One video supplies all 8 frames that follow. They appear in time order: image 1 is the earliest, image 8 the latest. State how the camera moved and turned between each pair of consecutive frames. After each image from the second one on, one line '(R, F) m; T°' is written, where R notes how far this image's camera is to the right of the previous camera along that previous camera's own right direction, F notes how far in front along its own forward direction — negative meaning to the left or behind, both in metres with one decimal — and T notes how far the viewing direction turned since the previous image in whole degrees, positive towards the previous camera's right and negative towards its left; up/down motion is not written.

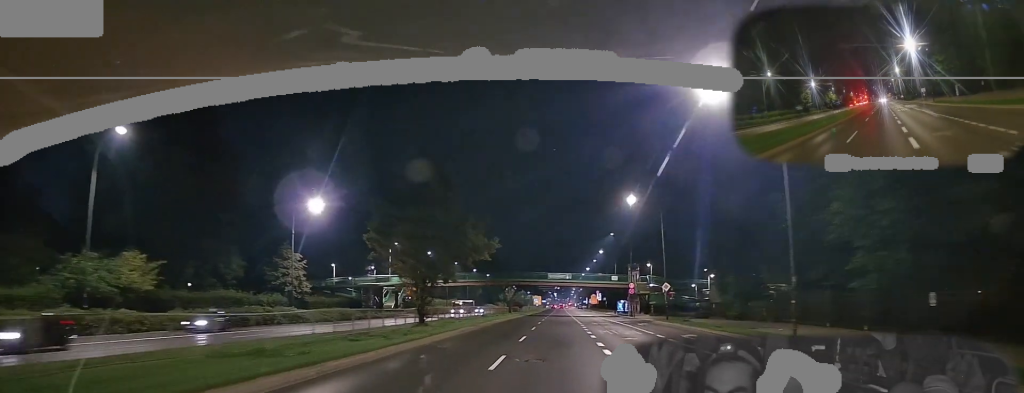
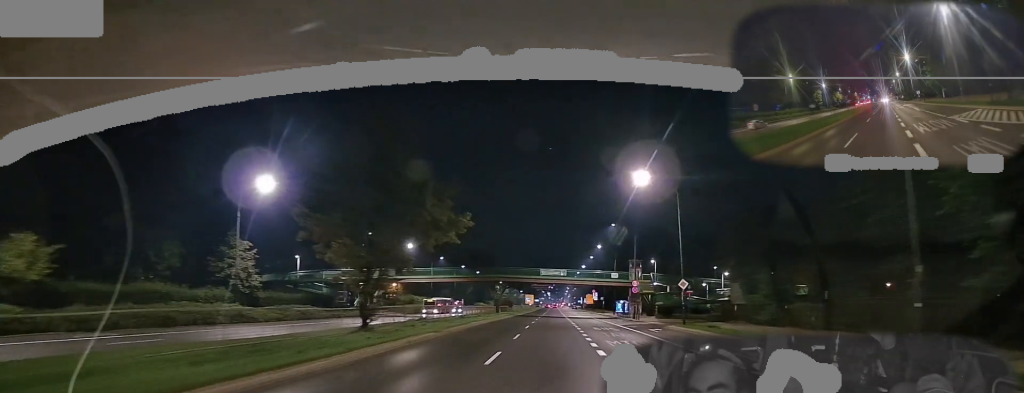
(+0.1, +10.7) m; +1°
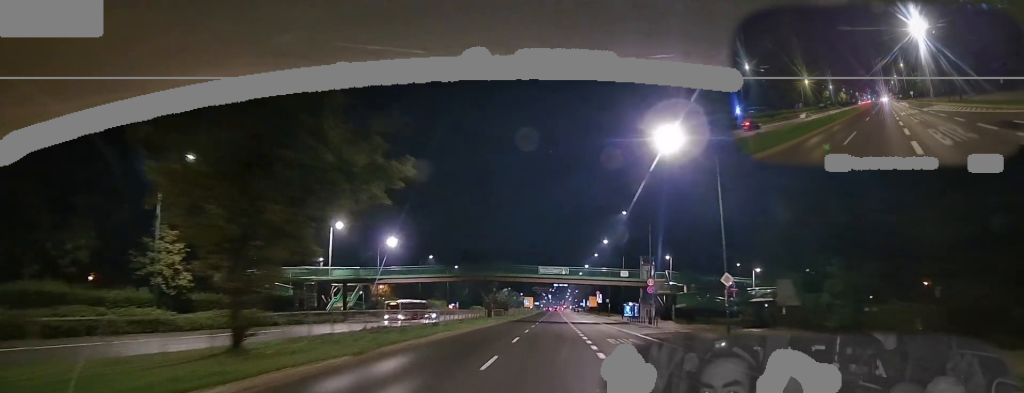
(+0.2, +12.4) m; +1°
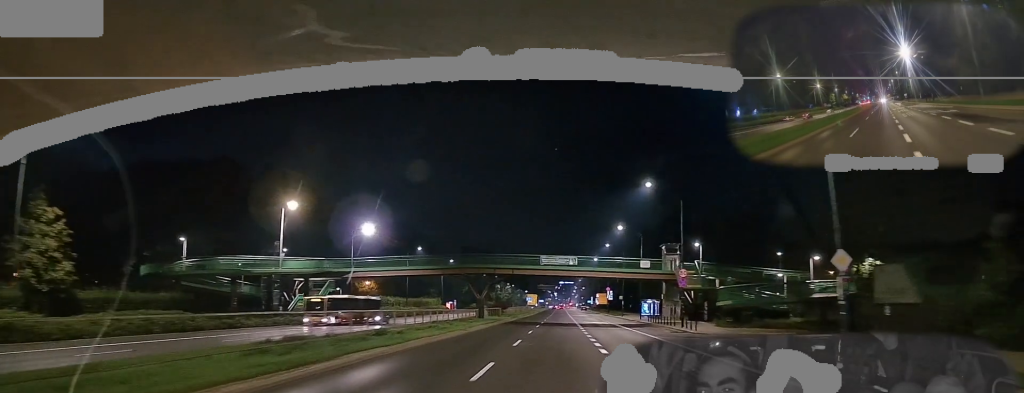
(+0.1, +14.6) m; +1°
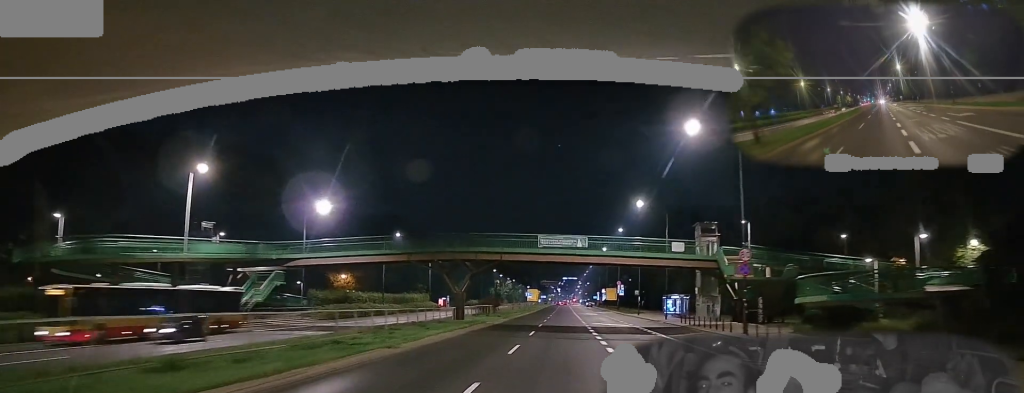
(0.0, +16.8) m; -1°
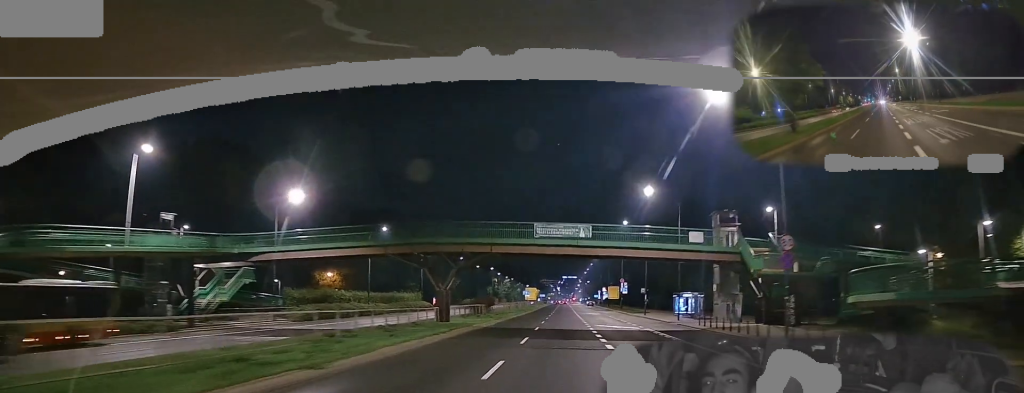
(-0.3, +6.8) m; 0°
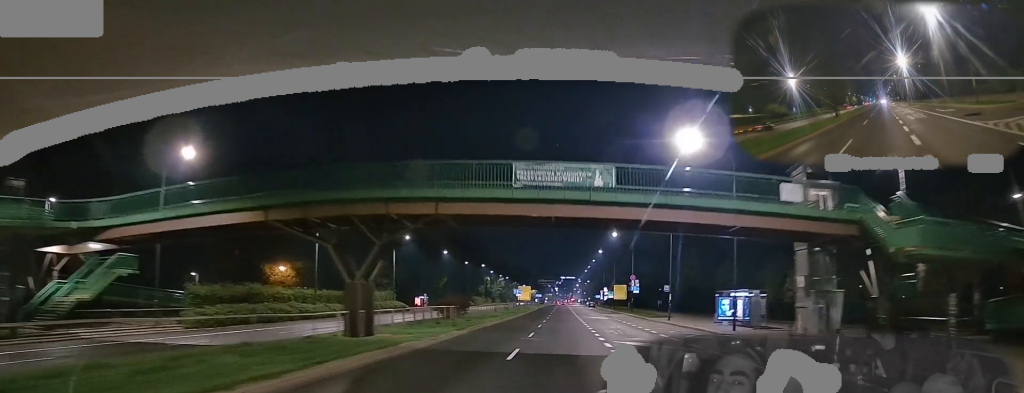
(+0.5, +18.4) m; +1°
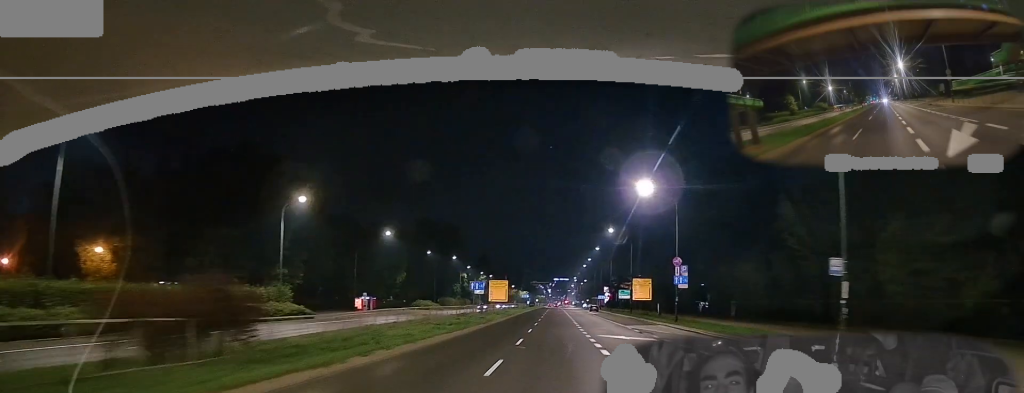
(-0.9, +38.8) m; 0°
